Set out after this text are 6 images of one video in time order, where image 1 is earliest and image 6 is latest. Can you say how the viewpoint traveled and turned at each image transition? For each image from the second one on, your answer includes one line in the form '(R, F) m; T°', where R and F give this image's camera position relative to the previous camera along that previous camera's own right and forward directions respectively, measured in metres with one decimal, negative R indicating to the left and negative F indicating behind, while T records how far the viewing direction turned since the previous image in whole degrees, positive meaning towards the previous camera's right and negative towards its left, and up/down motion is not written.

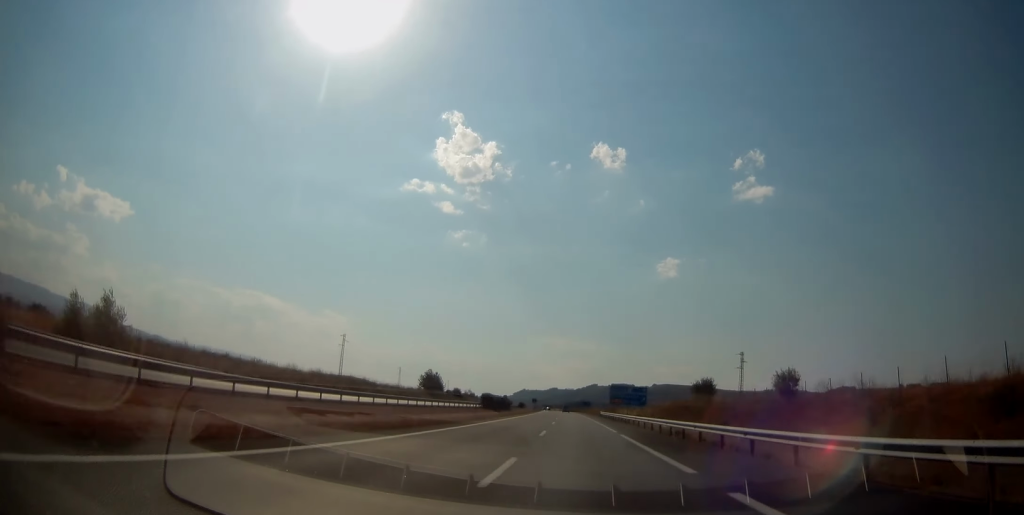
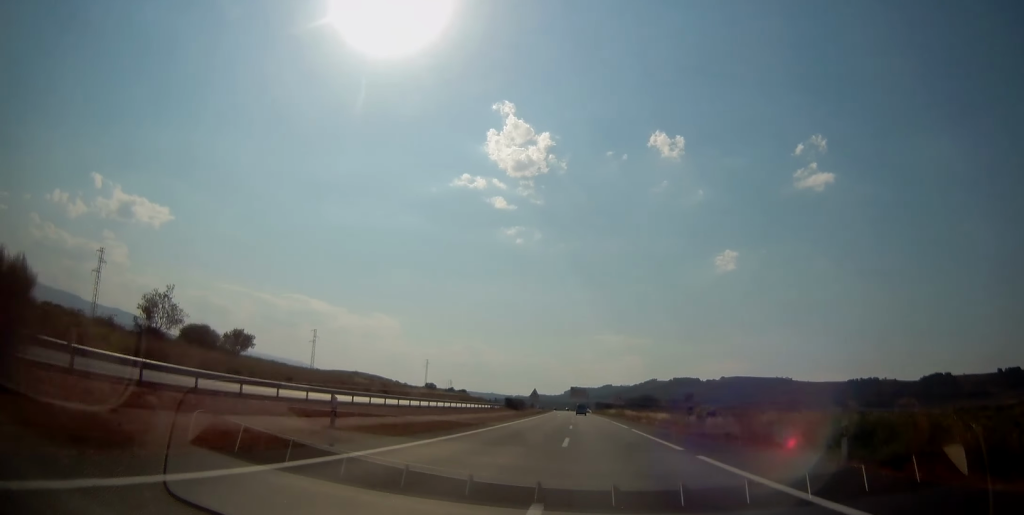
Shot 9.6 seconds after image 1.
(-8.7, +334.1) m; -4°
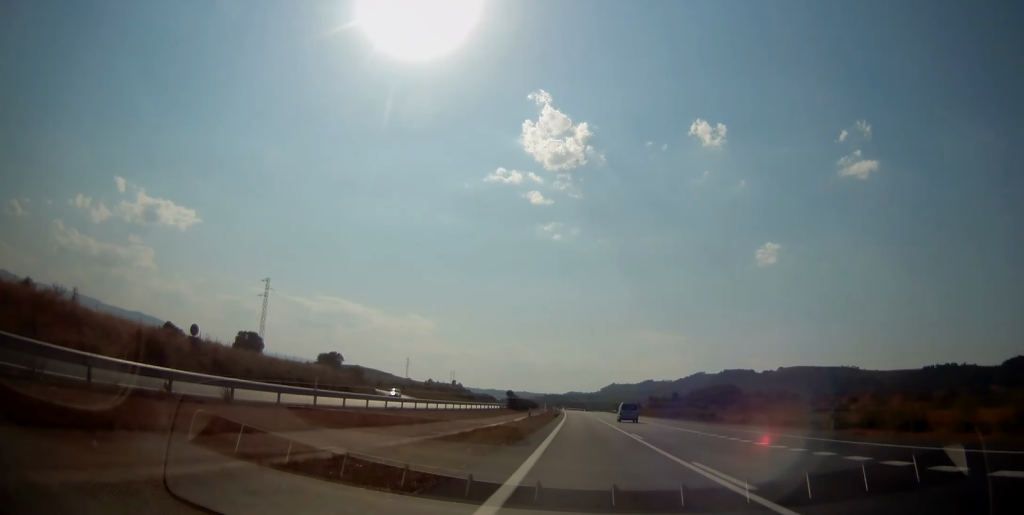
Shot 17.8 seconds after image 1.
(-9.2, +285.0) m; -3°
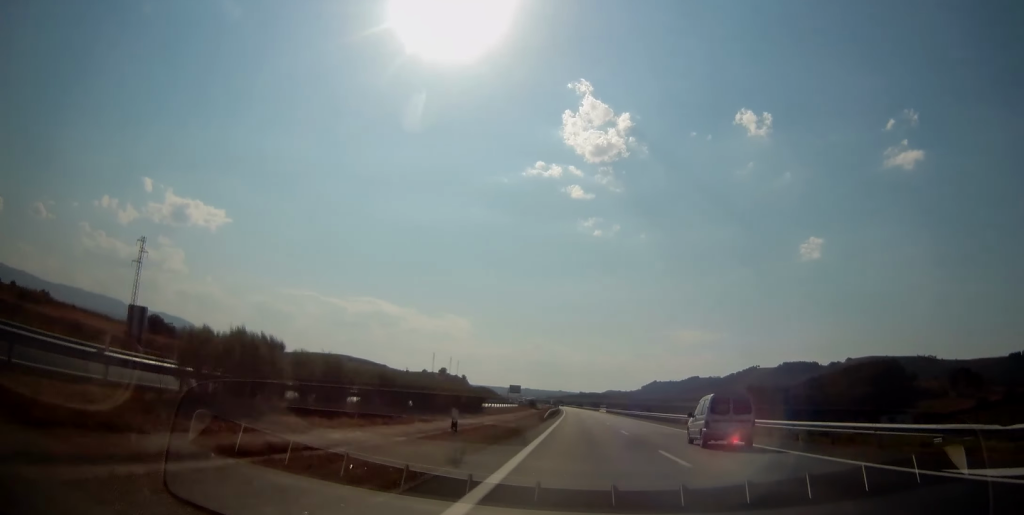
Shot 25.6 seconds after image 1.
(-5.5, +271.1) m; -3°
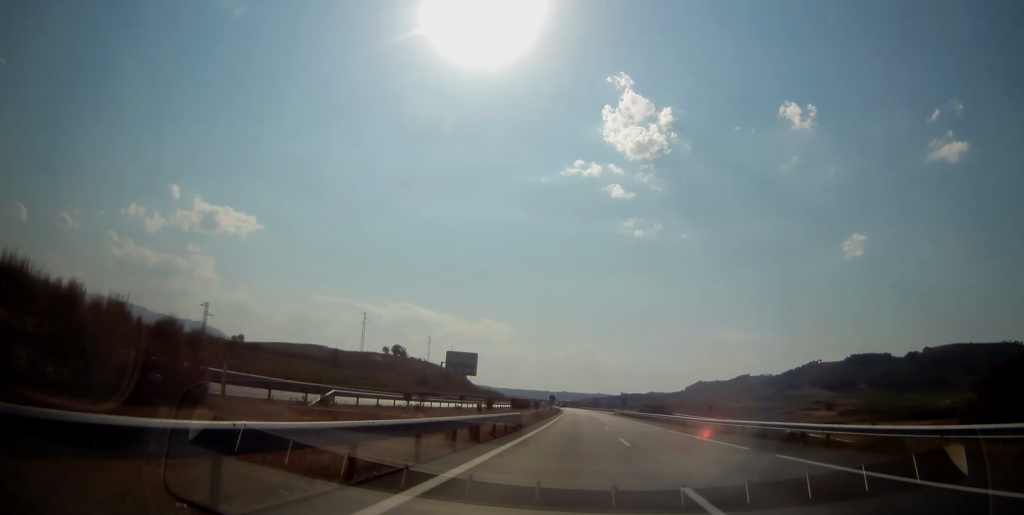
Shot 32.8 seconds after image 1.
(-6.2, +250.1) m; -3°
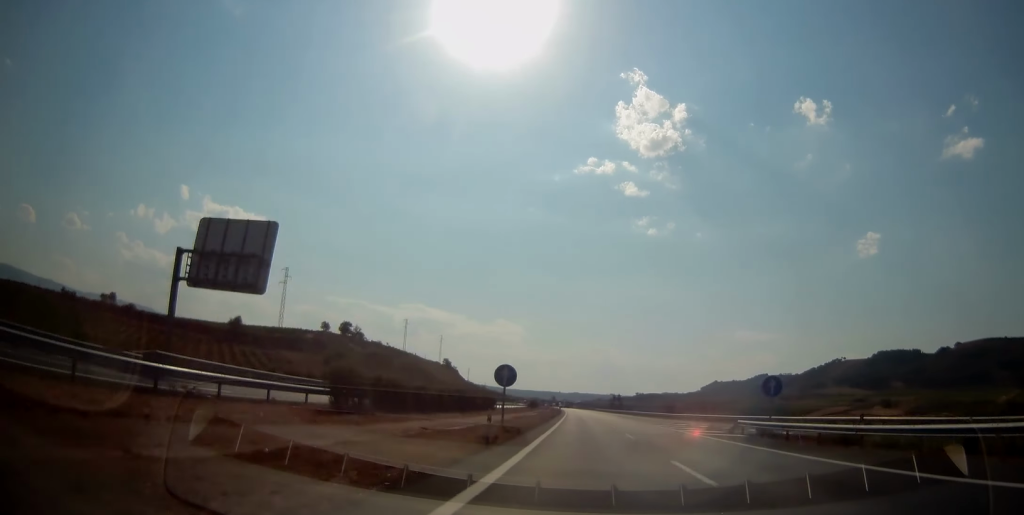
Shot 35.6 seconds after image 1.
(-2.0, +97.3) m; -1°
